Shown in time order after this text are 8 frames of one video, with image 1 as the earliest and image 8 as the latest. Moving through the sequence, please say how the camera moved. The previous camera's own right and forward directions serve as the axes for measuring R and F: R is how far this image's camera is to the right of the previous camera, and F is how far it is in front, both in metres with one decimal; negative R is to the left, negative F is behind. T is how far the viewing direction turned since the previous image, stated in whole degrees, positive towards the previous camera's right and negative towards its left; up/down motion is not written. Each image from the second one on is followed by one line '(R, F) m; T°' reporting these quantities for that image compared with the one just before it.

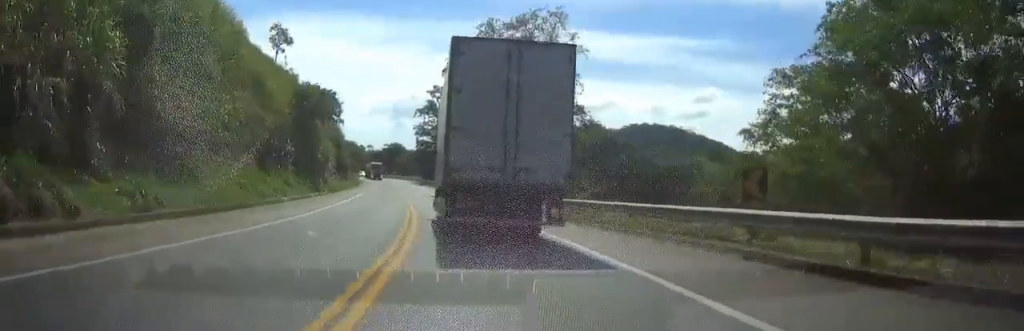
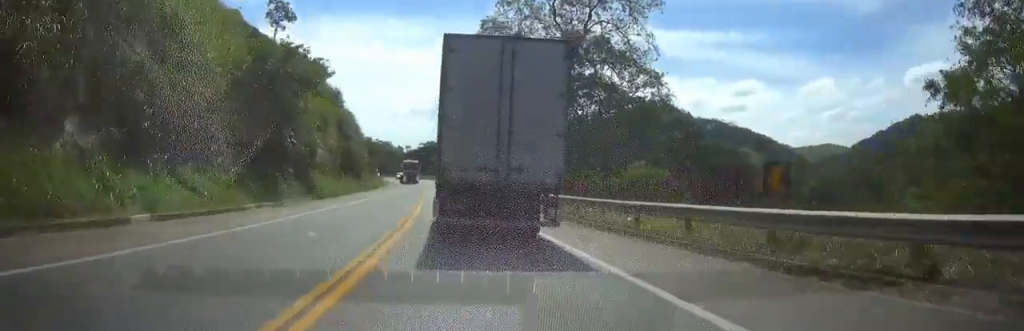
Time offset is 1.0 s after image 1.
(-0.7, +17.6) m; -4°
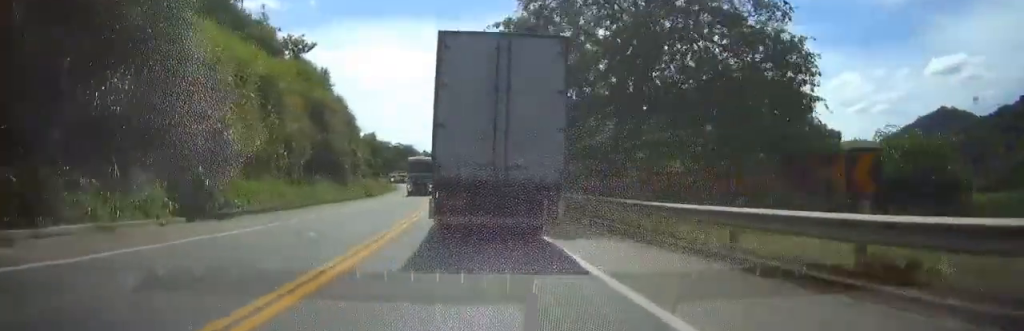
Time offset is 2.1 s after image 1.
(-0.9, +19.7) m; -4°
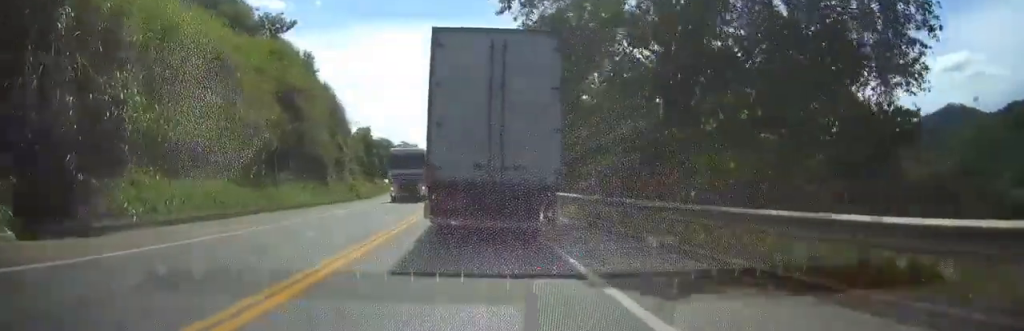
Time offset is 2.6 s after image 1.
(-0.1, +8.3) m; -1°
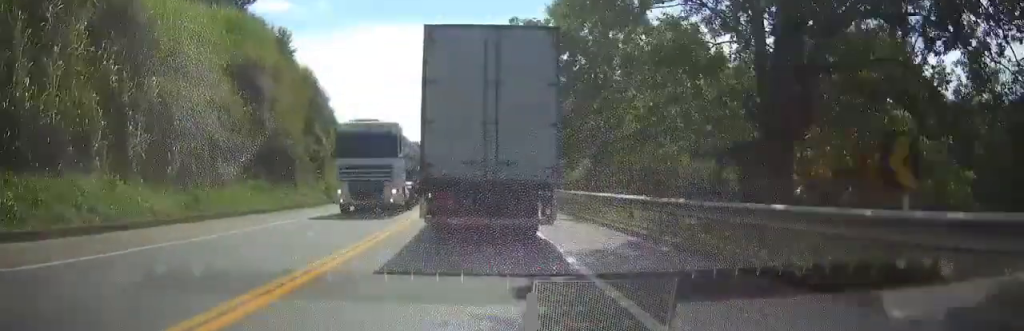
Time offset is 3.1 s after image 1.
(0.0, +8.9) m; 0°
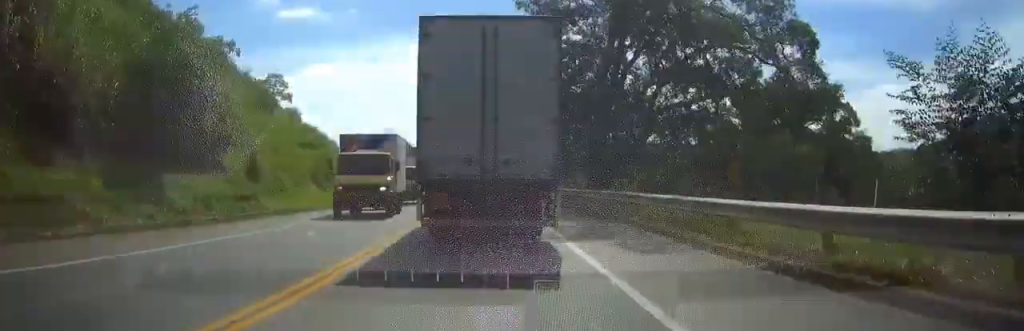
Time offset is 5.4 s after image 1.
(0.0, +41.7) m; 0°
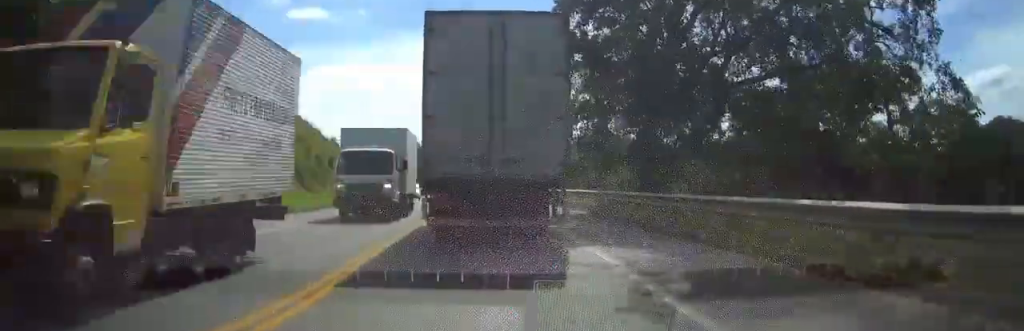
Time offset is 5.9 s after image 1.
(0.0, +8.7) m; 0°
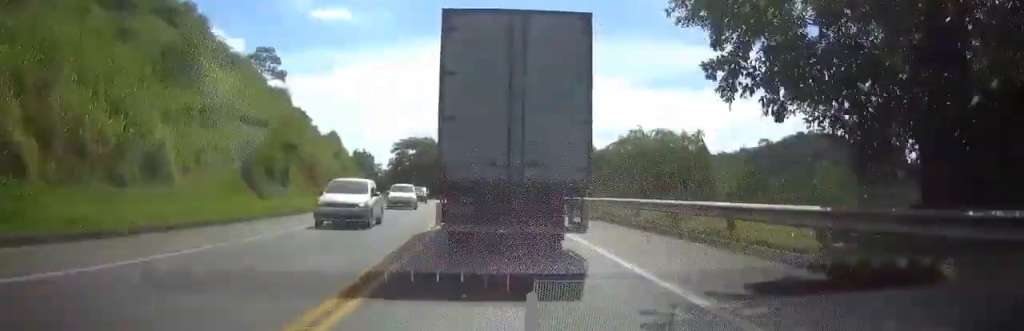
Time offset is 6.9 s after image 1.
(0.0, +17.4) m; 0°
